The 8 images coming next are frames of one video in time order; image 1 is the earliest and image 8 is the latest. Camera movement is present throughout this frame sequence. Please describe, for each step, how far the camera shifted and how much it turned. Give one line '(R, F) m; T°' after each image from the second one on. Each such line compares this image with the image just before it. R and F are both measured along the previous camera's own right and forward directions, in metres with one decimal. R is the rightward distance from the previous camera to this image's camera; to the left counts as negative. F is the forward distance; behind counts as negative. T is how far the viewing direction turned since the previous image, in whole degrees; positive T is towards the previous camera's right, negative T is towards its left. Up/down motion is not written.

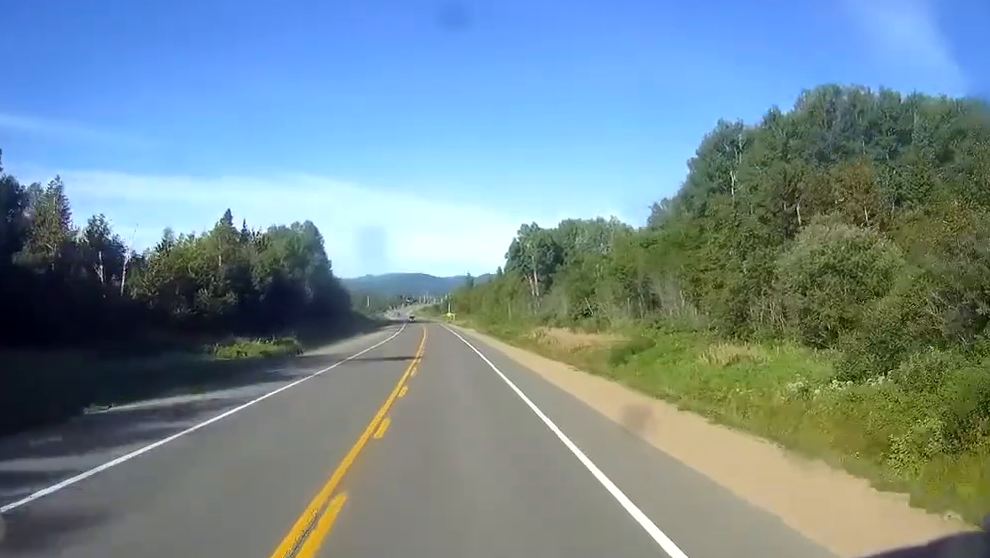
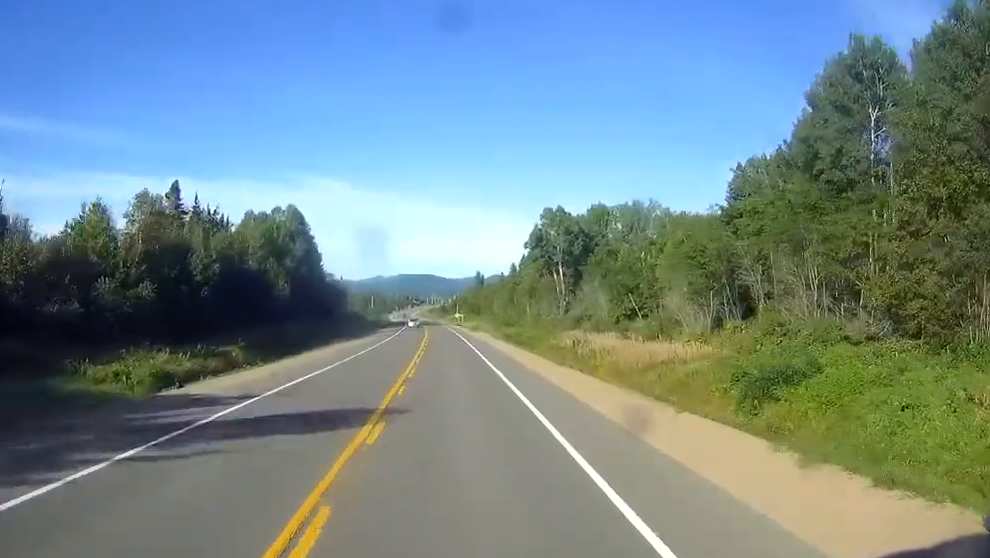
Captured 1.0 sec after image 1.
(-0.1, +28.1) m; -1°
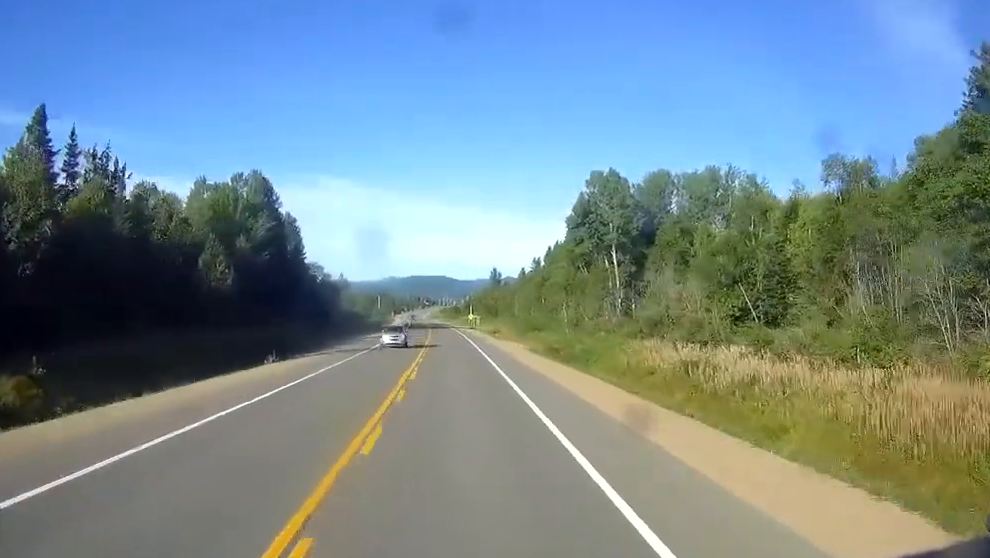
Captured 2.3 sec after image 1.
(-0.3, +37.4) m; -1°
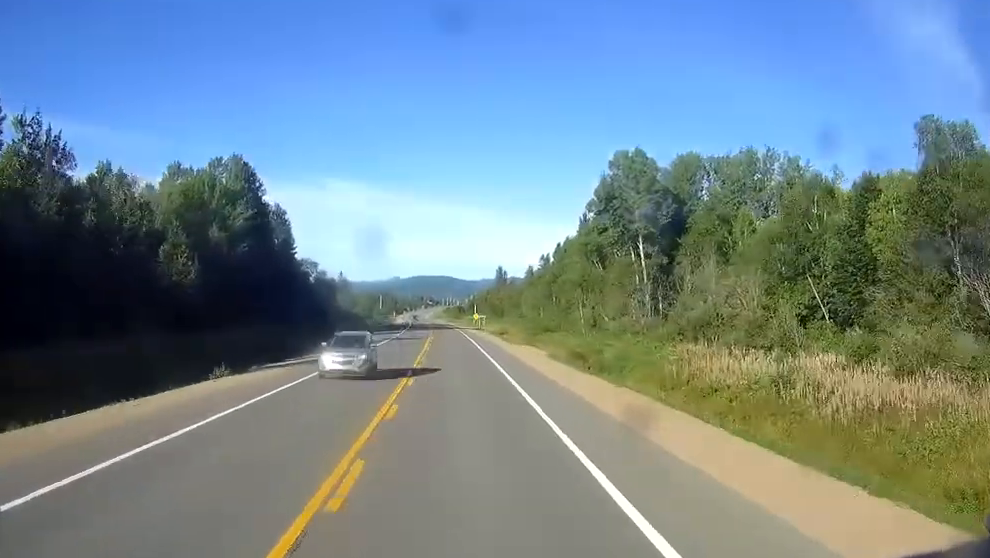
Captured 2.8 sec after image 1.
(0.0, +13.1) m; 0°
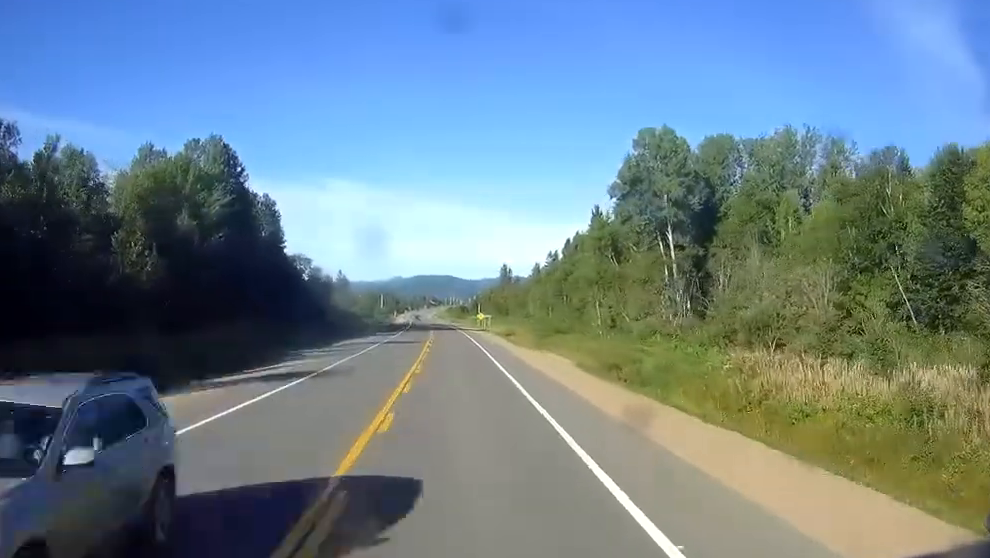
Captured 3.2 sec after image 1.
(0.0, +11.2) m; 0°
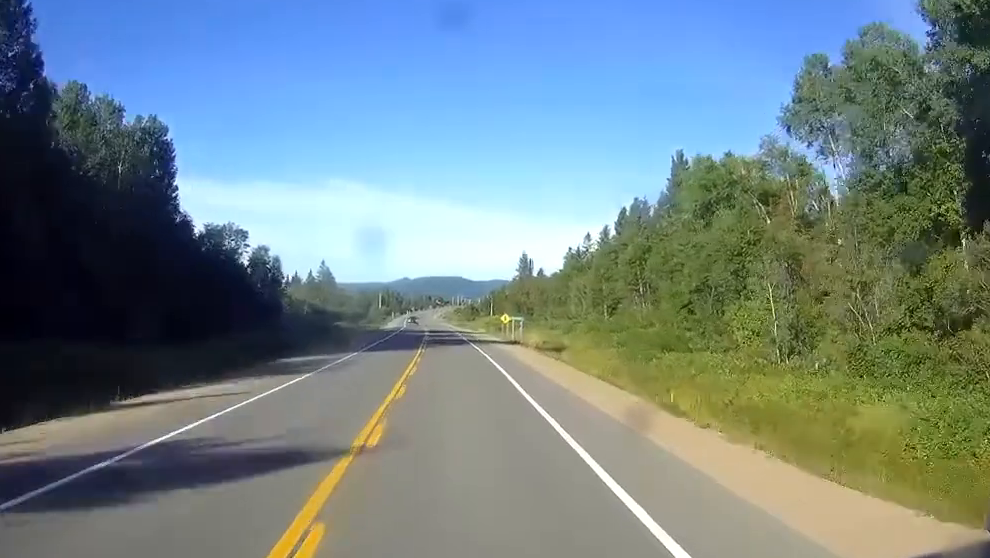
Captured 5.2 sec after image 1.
(-0.6, +55.9) m; -1°
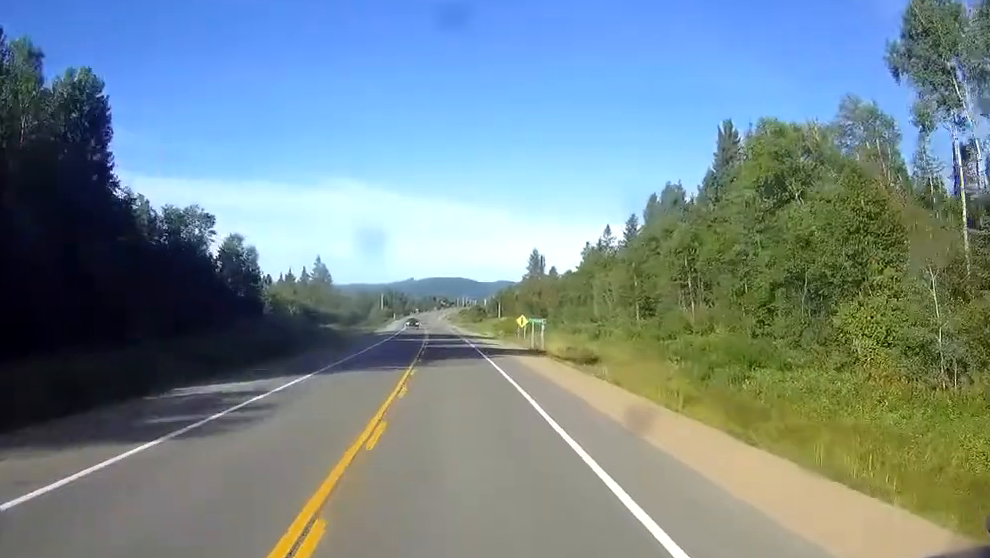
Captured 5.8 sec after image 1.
(0.0, +17.7) m; 0°
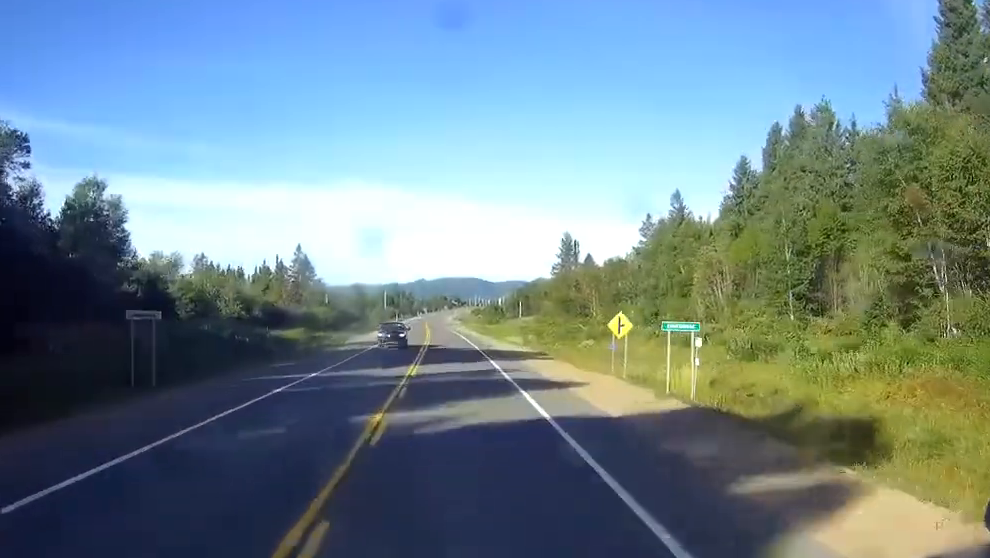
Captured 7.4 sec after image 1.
(+0.1, +44.8) m; 0°
